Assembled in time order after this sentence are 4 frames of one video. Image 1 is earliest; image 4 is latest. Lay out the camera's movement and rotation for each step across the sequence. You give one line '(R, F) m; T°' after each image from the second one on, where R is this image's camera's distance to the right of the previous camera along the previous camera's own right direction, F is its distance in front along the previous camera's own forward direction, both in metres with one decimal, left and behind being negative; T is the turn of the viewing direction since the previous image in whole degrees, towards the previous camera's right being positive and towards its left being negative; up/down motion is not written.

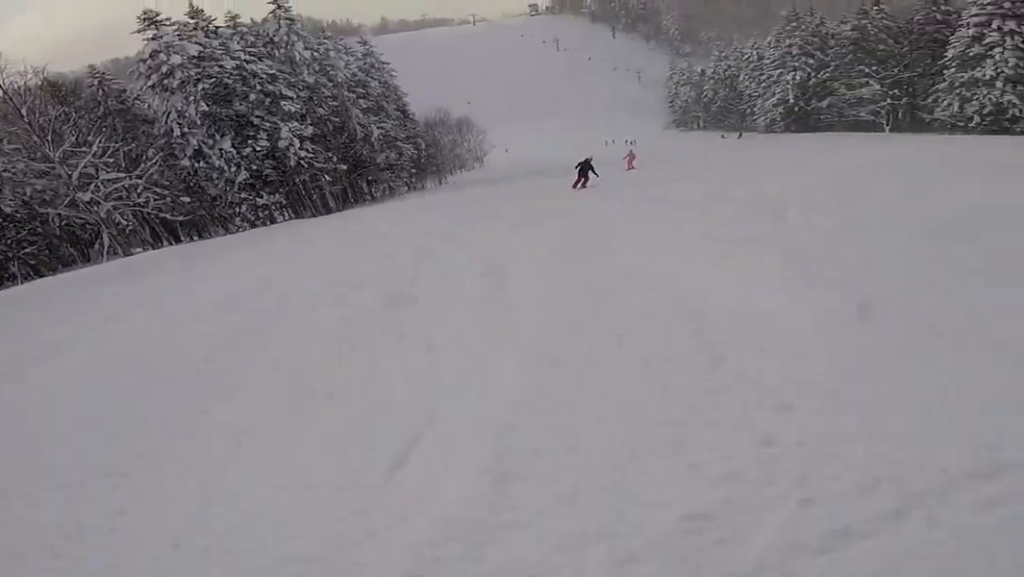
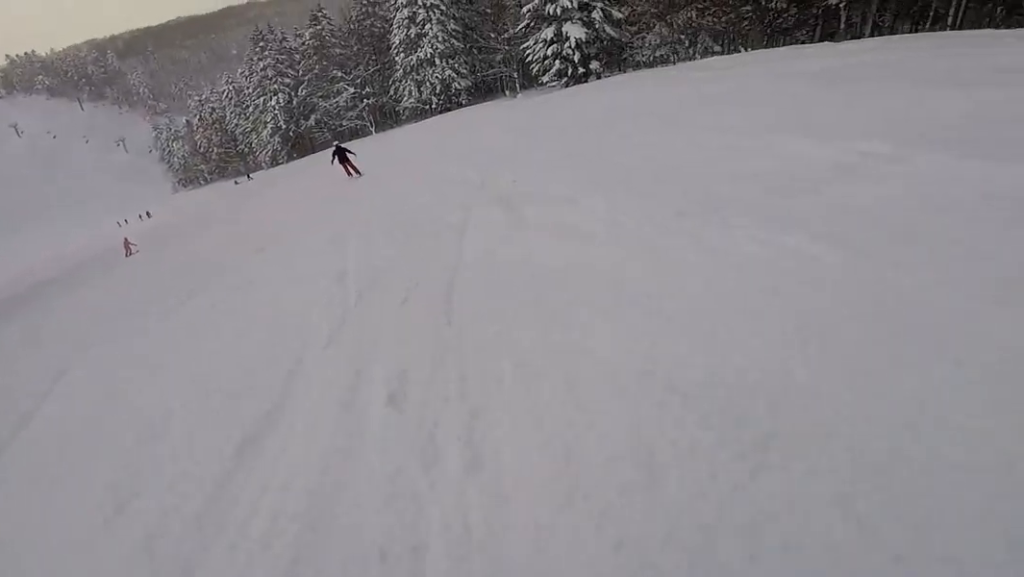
(+5.8, +9.8) m; +51°
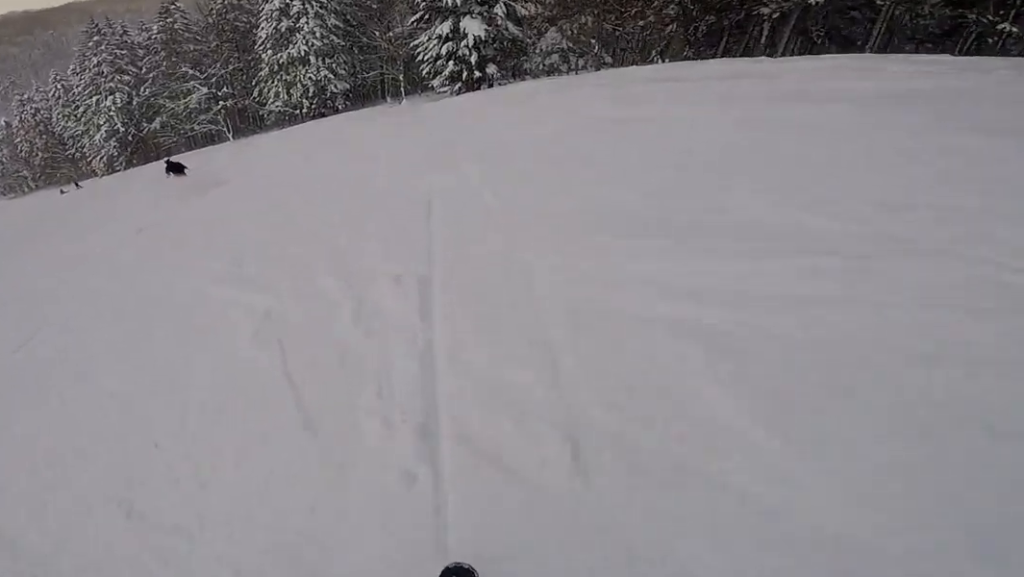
(-0.1, +5.5) m; +11°
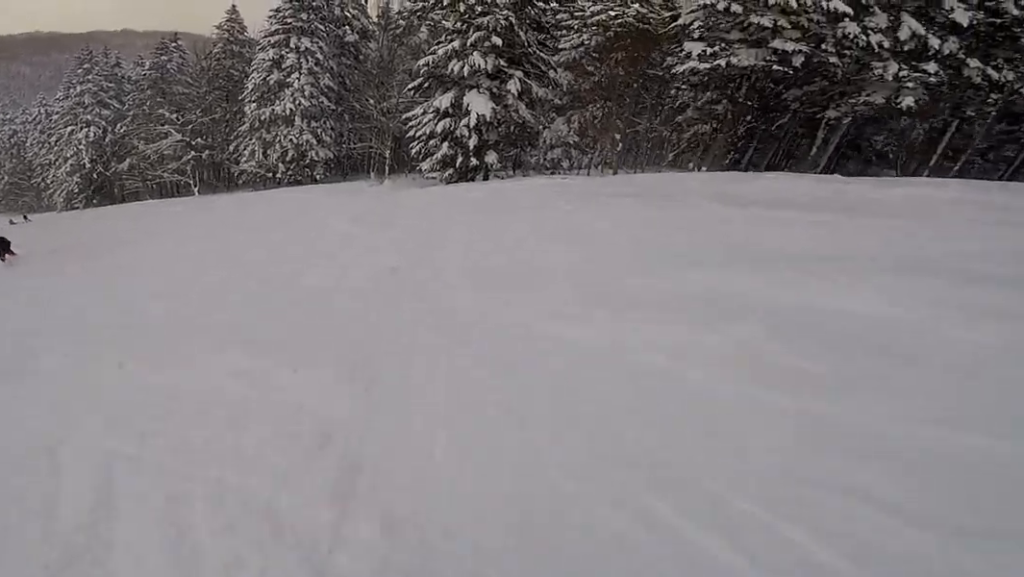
(+1.3, +5.9) m; 0°
